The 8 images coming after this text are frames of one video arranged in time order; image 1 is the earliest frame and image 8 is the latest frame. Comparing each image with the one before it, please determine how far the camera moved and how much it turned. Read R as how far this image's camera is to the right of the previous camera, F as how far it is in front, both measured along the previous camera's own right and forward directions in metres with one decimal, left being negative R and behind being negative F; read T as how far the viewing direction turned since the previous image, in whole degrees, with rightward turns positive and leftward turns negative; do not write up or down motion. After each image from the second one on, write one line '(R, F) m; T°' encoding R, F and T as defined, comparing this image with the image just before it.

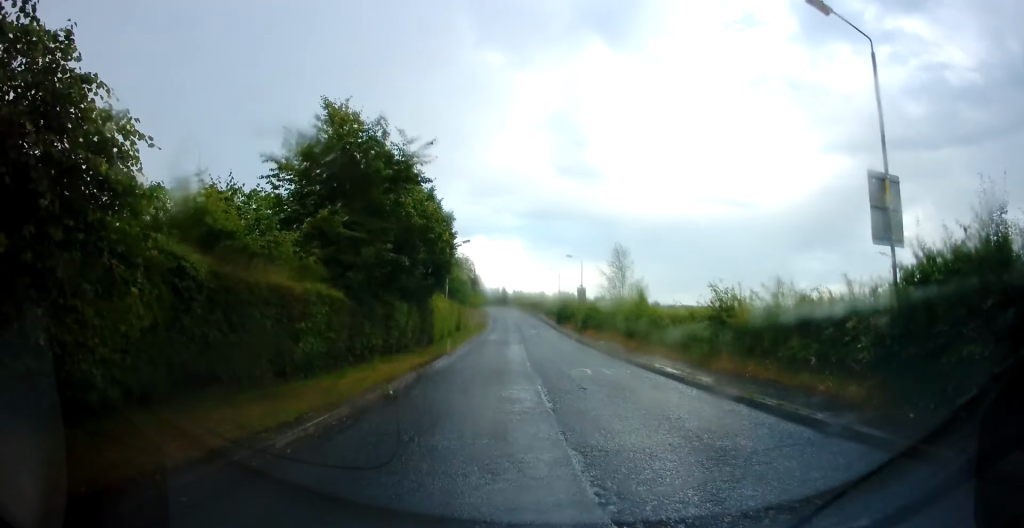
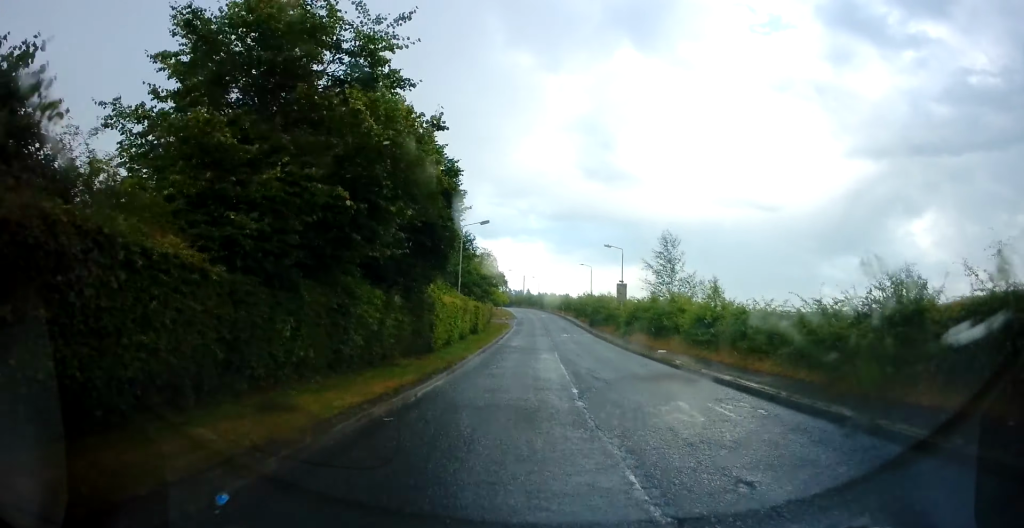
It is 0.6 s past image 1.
(-0.2, +7.4) m; -1°
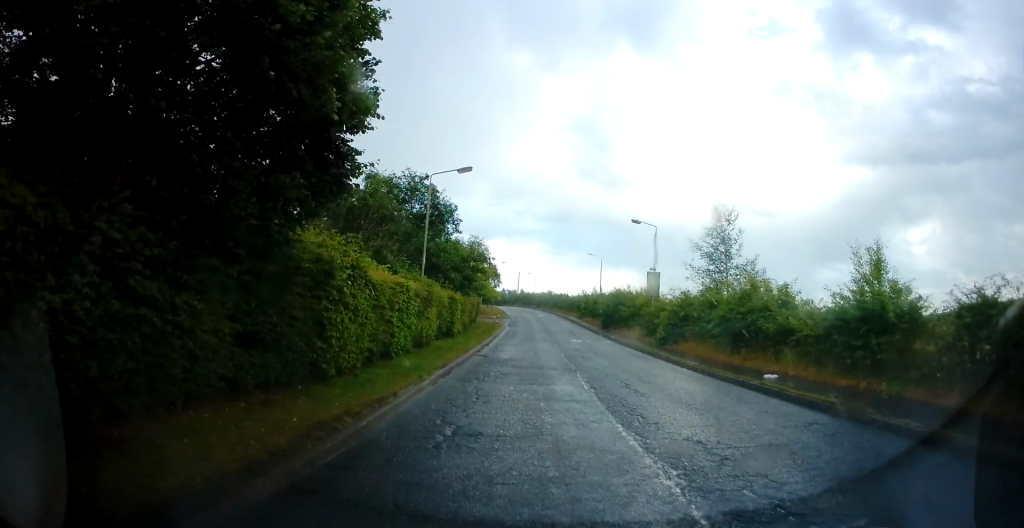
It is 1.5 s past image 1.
(-0.1, +10.3) m; 0°
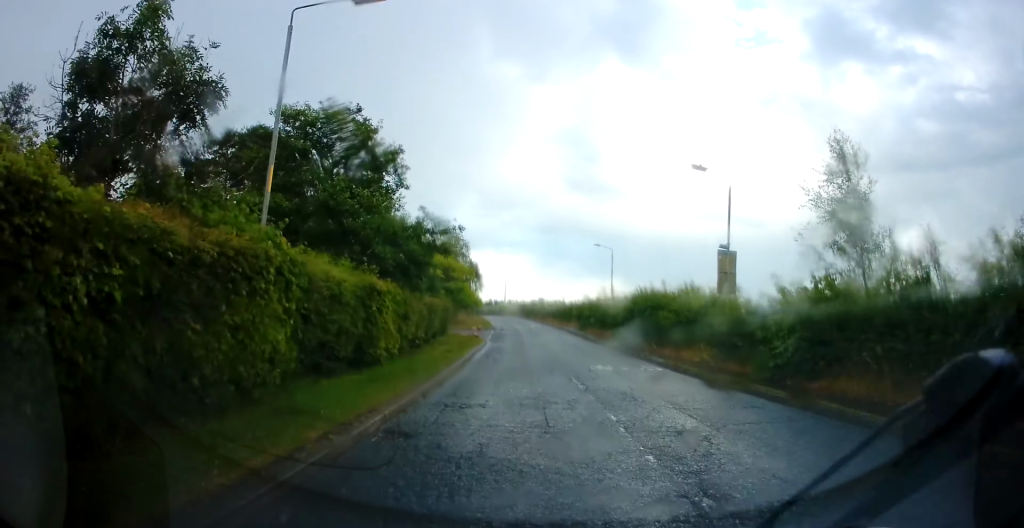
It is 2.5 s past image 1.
(+0.1, +11.9) m; +1°
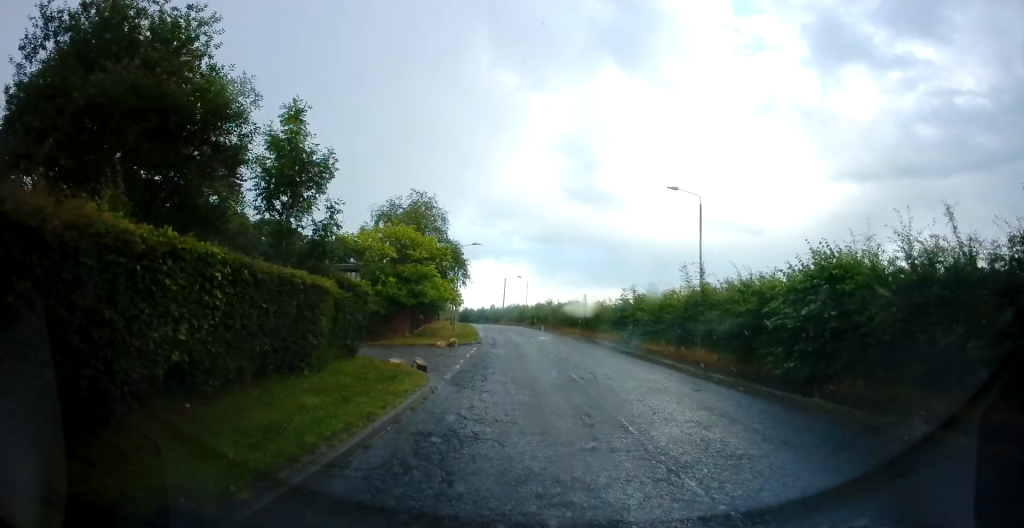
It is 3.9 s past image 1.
(+0.1, +18.6) m; 0°
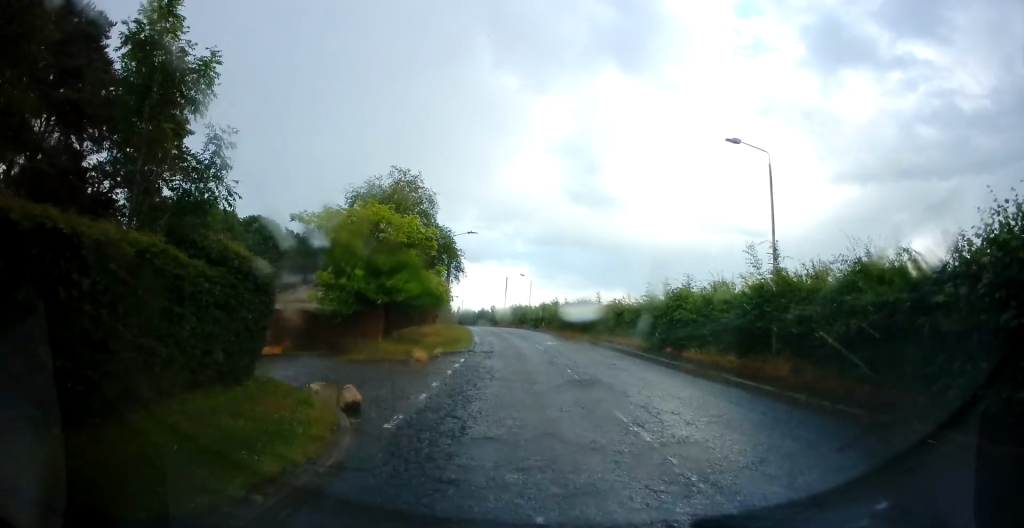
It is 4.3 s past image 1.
(0.0, +5.9) m; -1°
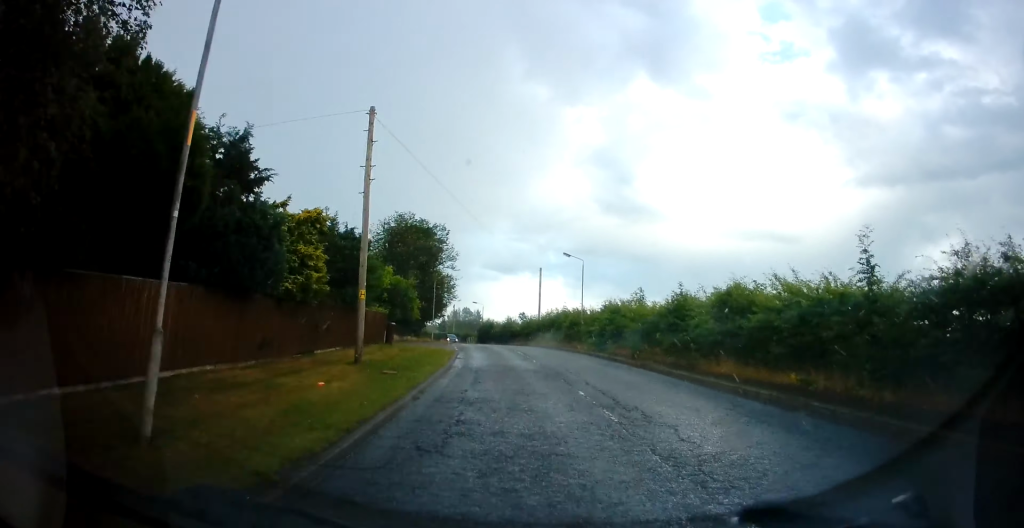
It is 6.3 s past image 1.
(-0.8, +28.3) m; -3°
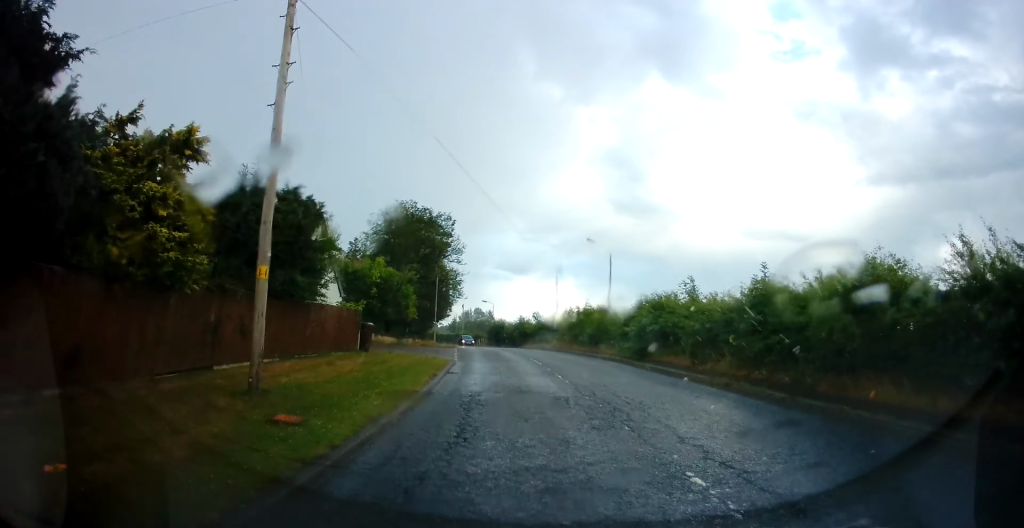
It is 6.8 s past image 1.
(+0.1, +6.4) m; -1°
